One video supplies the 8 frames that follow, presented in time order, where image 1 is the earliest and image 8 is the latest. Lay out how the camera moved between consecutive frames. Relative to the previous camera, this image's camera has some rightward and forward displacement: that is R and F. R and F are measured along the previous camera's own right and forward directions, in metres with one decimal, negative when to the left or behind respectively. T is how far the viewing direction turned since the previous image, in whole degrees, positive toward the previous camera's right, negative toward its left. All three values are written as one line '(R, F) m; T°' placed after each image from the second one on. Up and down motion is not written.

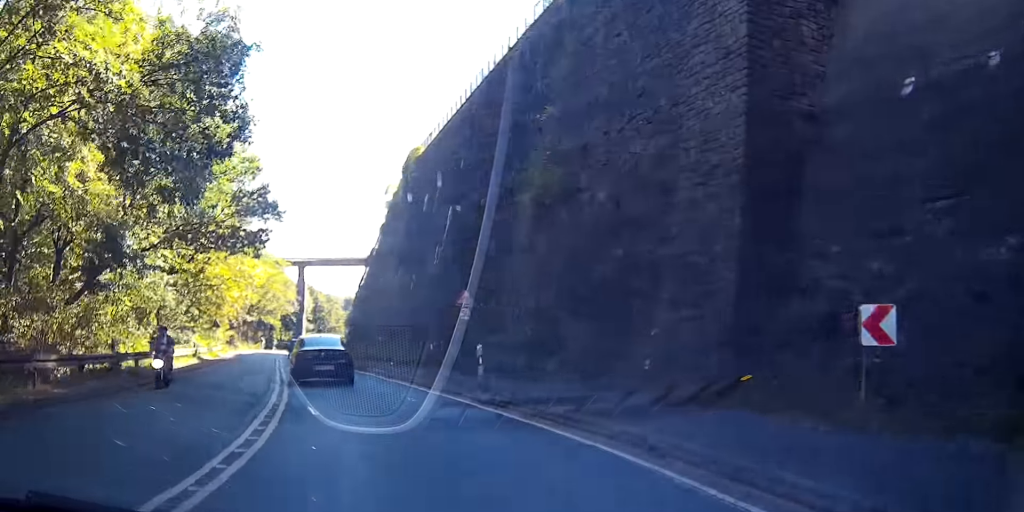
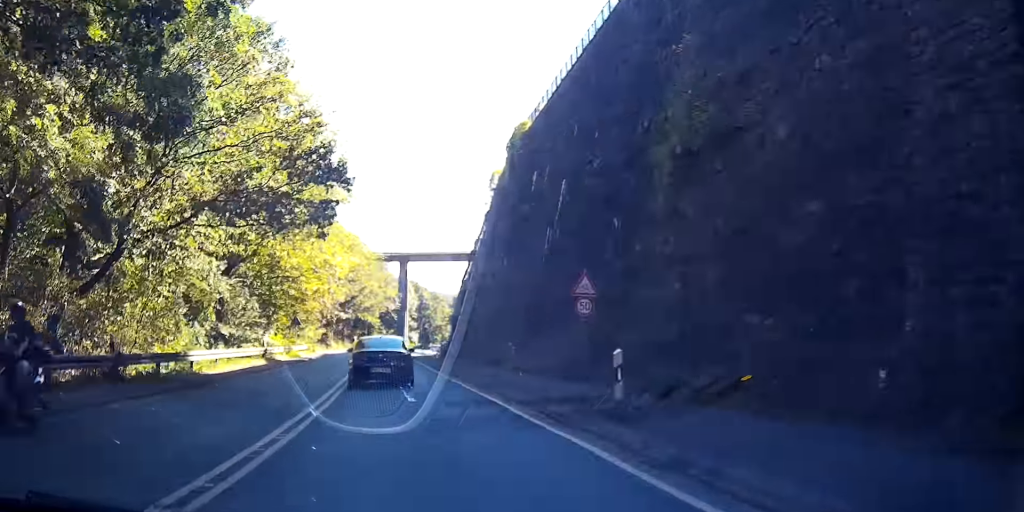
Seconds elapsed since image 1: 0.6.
(-0.4, +7.0) m; -6°
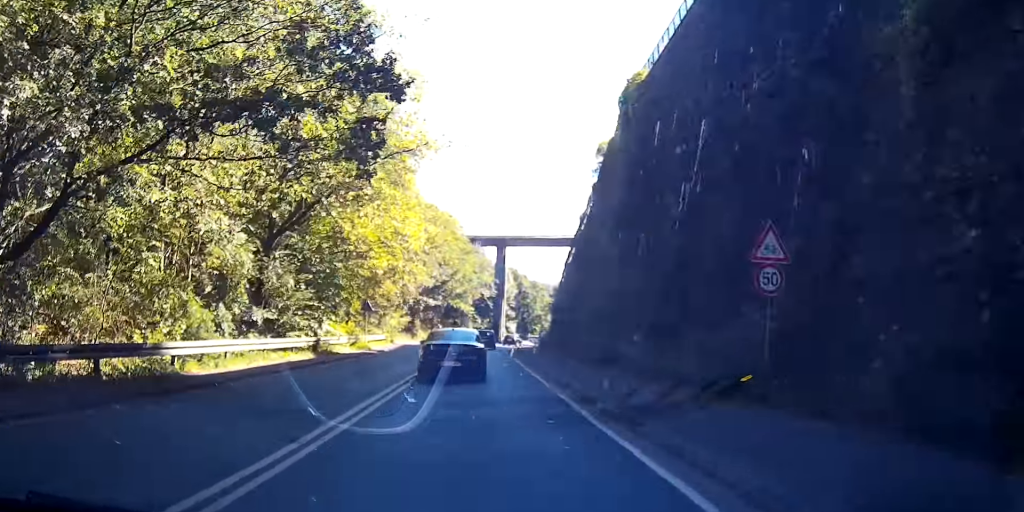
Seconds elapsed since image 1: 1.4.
(-0.8, +9.0) m; -6°
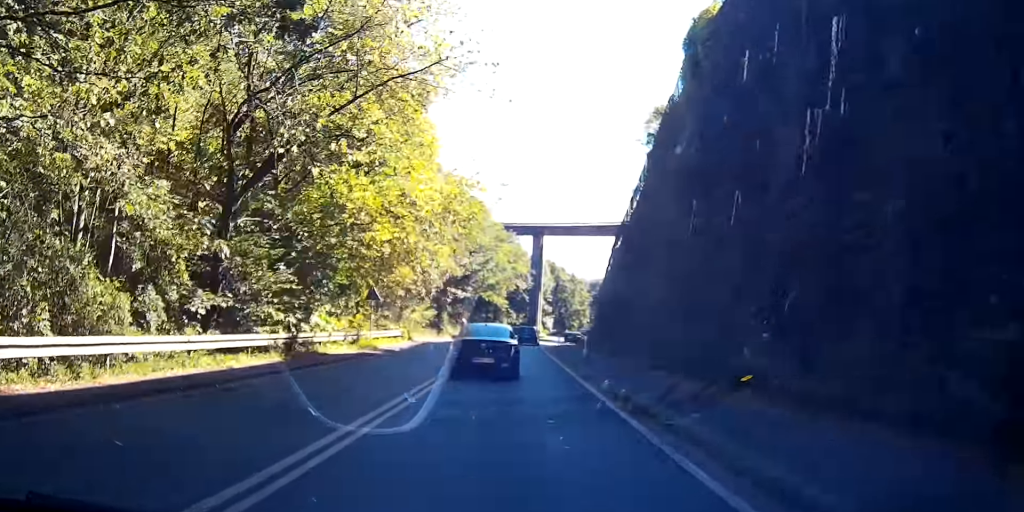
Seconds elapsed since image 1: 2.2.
(-0.1, +9.0) m; -1°
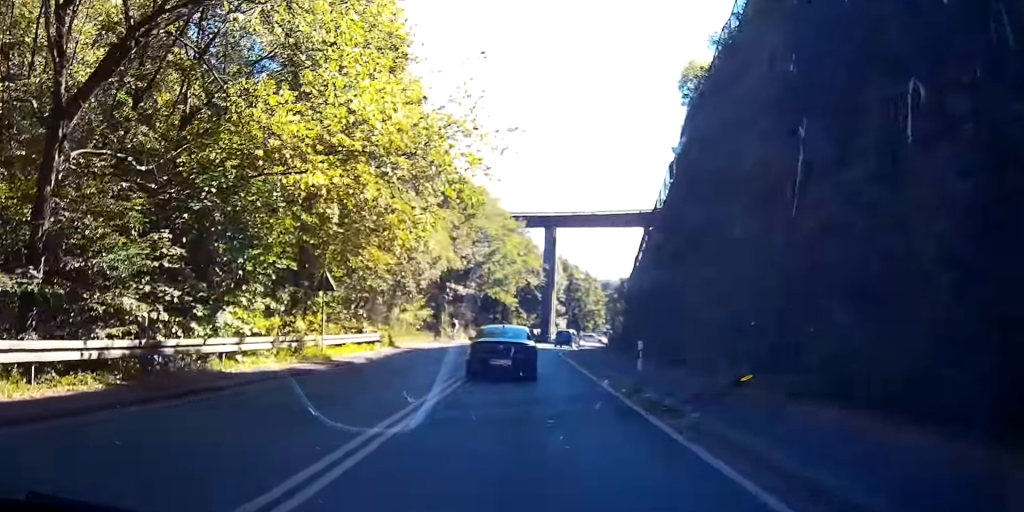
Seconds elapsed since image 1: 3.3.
(-0.1, +11.0) m; -2°
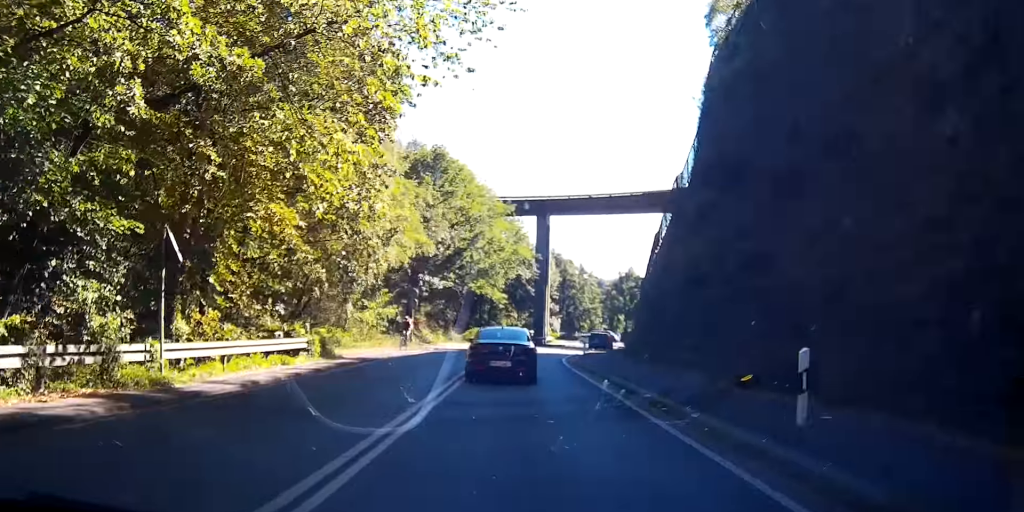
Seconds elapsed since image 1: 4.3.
(-0.3, +11.9) m; -1°
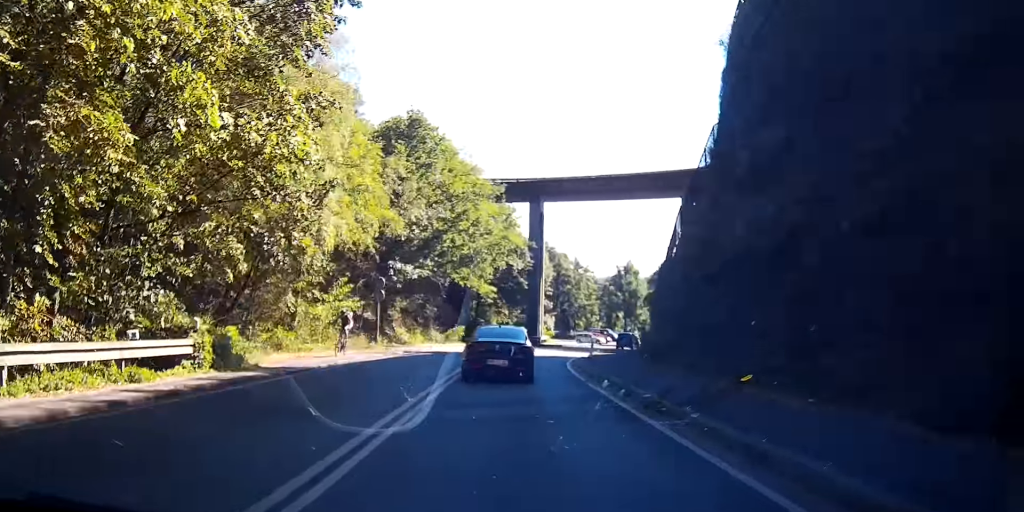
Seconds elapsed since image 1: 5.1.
(+0.1, +9.2) m; +4°
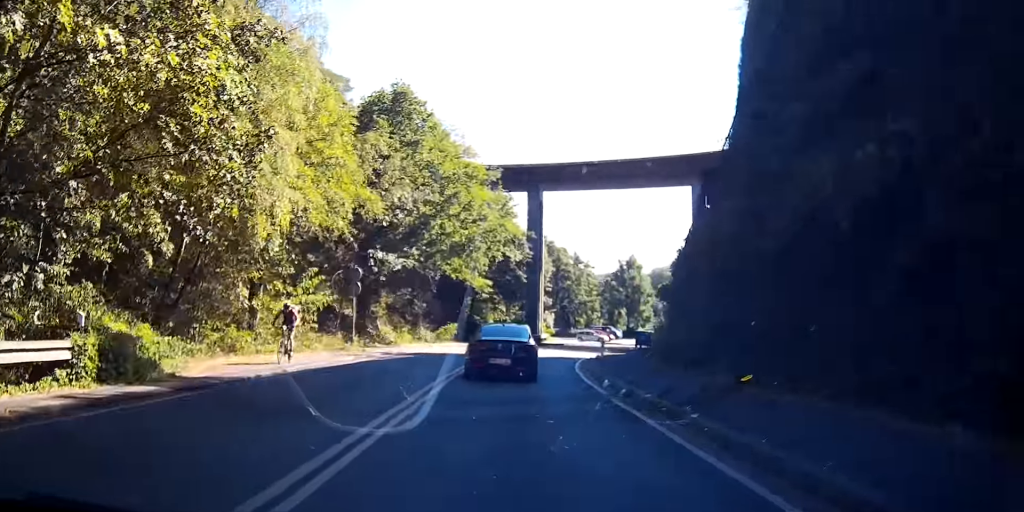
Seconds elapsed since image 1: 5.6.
(+0.1, +5.3) m; +2°
